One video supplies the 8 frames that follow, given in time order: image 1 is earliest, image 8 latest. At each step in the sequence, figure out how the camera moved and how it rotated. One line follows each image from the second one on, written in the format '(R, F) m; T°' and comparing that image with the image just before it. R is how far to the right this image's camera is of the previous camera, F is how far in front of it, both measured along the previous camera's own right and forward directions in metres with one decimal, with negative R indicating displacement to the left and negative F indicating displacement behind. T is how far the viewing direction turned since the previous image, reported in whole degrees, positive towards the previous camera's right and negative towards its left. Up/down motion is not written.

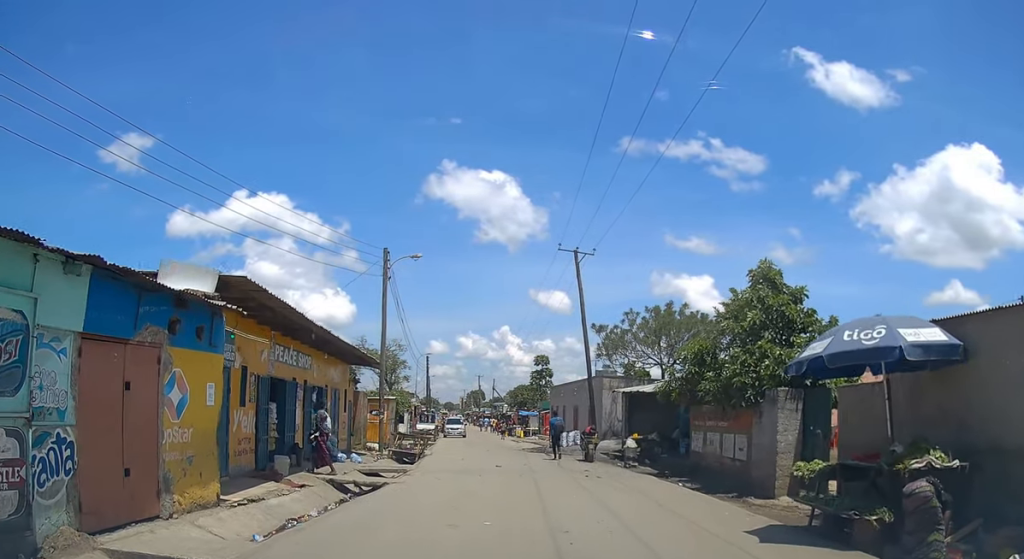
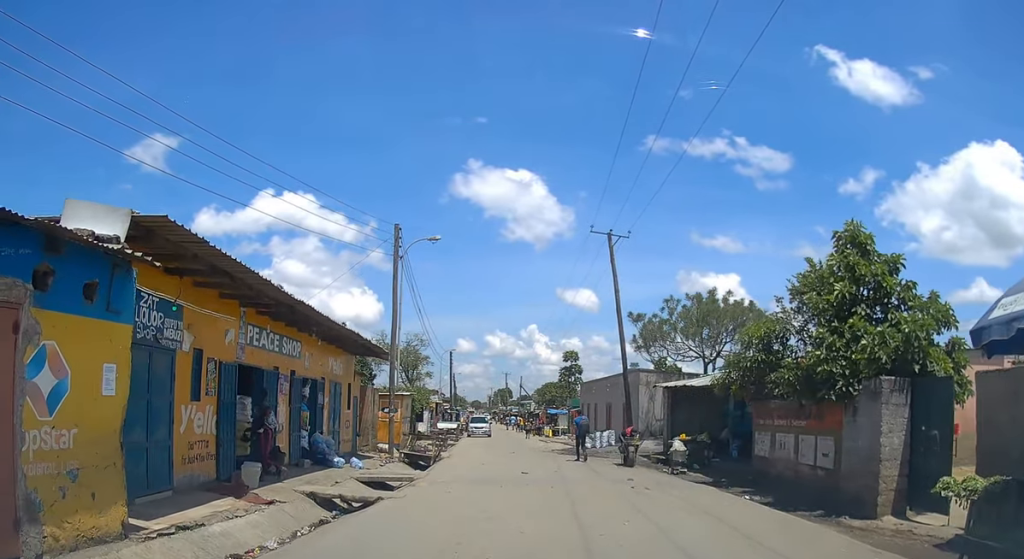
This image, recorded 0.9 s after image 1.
(0.0, +3.2) m; -1°
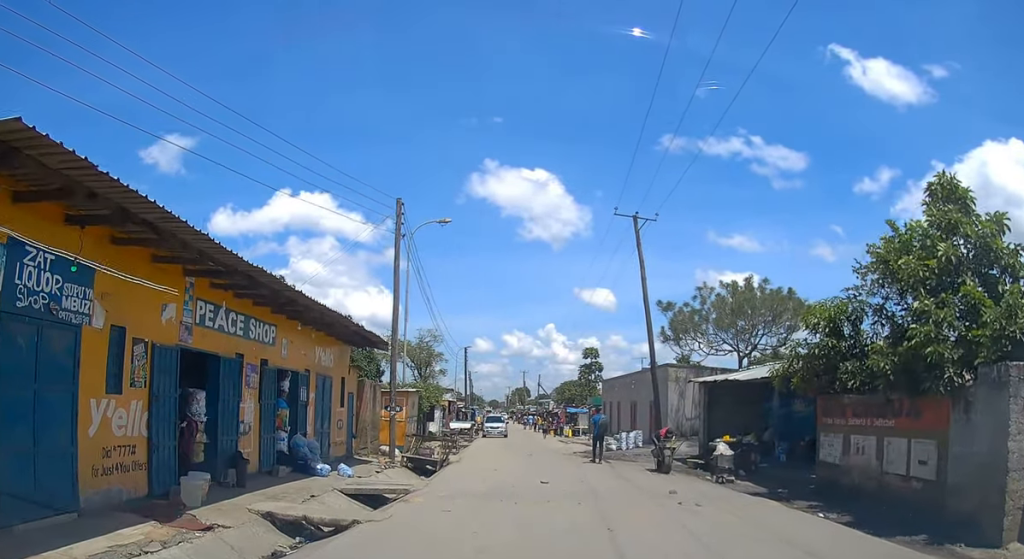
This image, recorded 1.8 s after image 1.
(0.0, +2.8) m; -2°
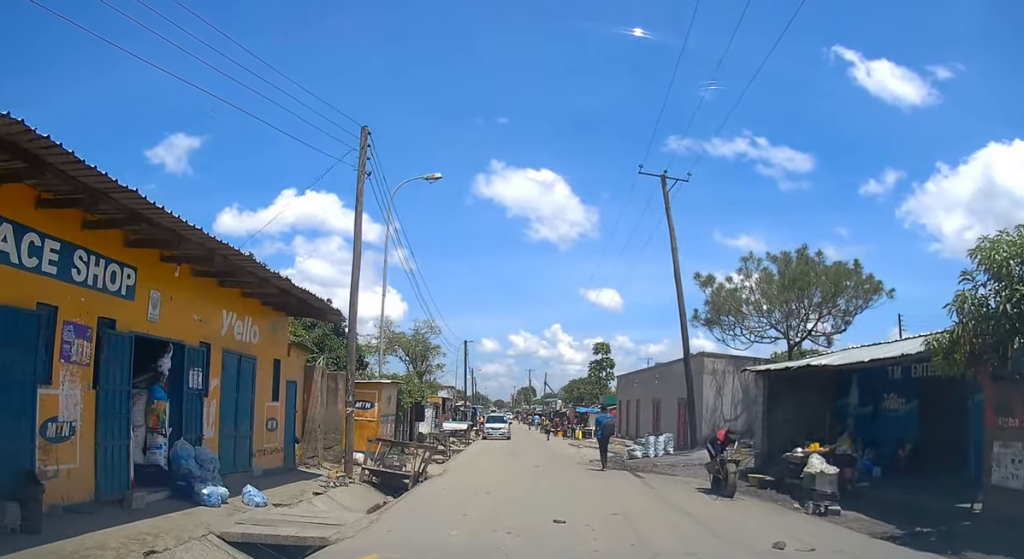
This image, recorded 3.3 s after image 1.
(-0.1, +5.2) m; -2°
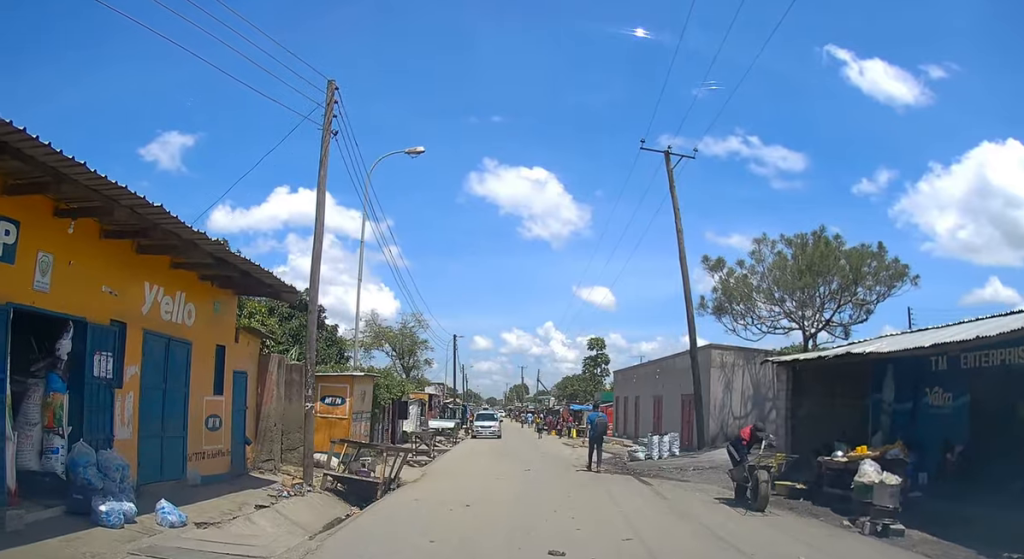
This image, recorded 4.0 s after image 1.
(0.0, +2.1) m; 0°
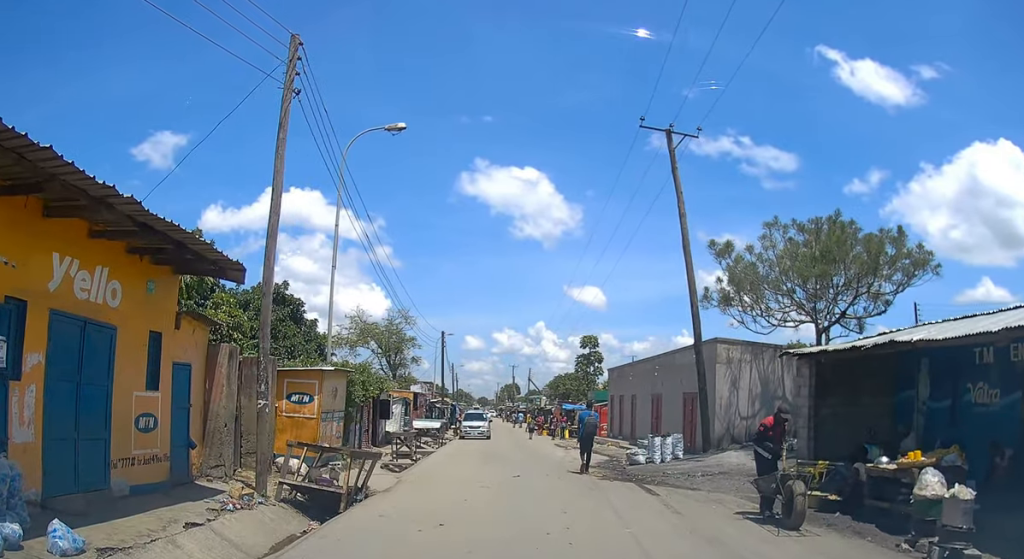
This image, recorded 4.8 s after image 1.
(0.0, +2.1) m; 0°
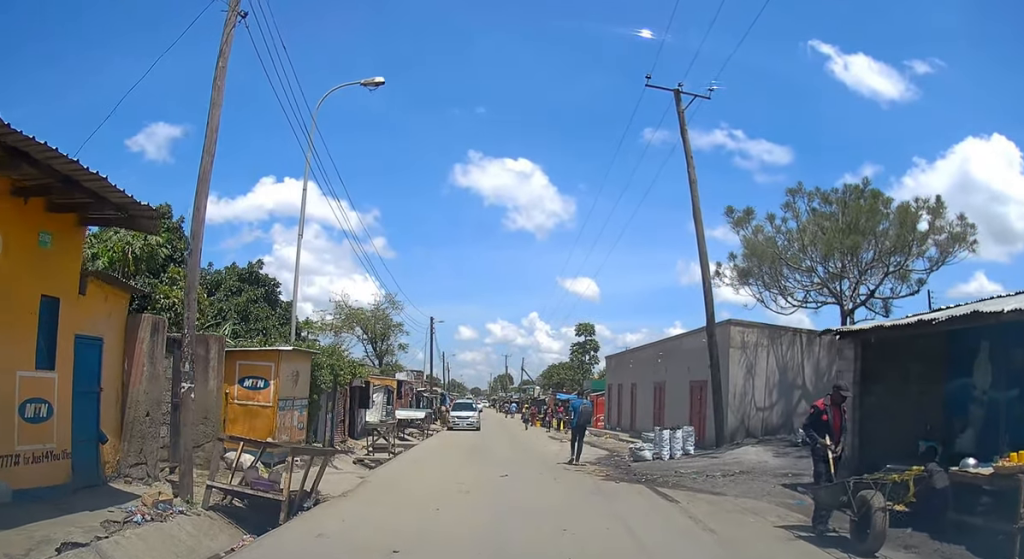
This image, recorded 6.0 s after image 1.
(0.0, +2.7) m; -2°
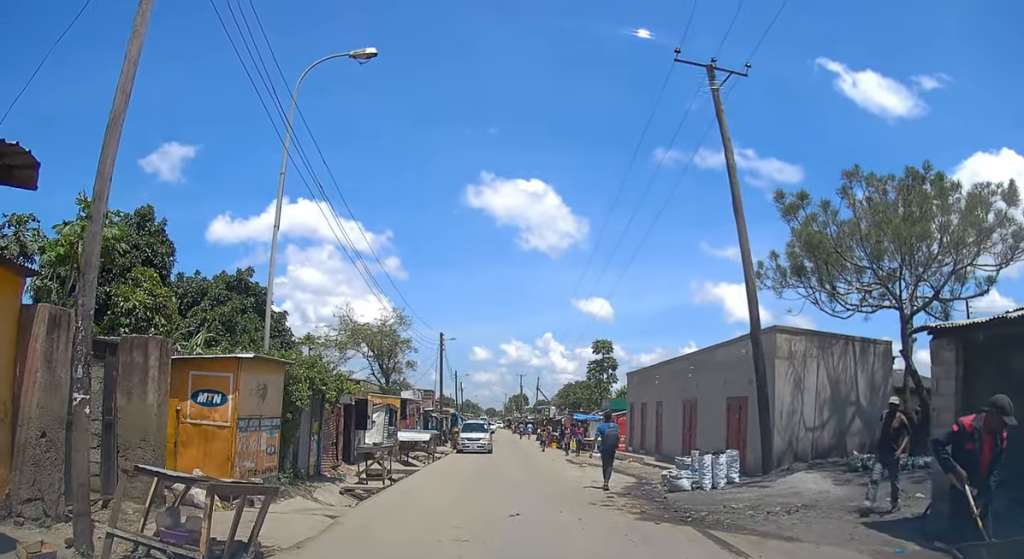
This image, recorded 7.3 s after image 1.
(-0.1, +2.6) m; 0°
